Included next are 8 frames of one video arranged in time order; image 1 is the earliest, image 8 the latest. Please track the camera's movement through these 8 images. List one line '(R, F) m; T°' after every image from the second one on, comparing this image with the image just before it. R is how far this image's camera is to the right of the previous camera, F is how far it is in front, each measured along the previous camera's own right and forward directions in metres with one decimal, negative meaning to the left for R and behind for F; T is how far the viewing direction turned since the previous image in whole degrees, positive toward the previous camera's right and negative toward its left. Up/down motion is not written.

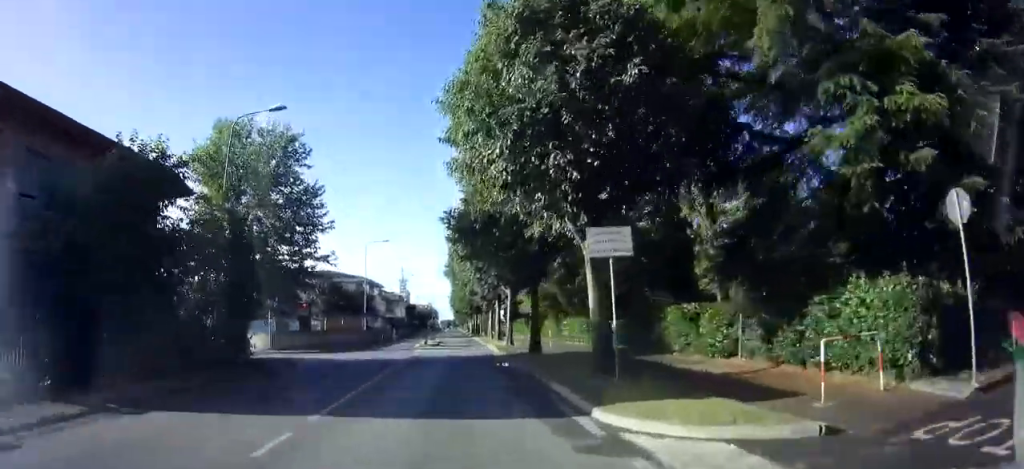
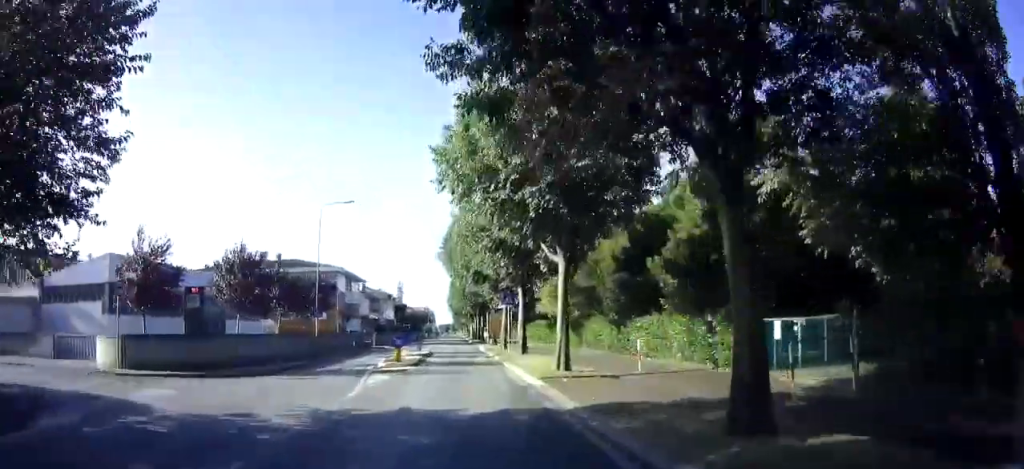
(-0.1, +15.8) m; 0°
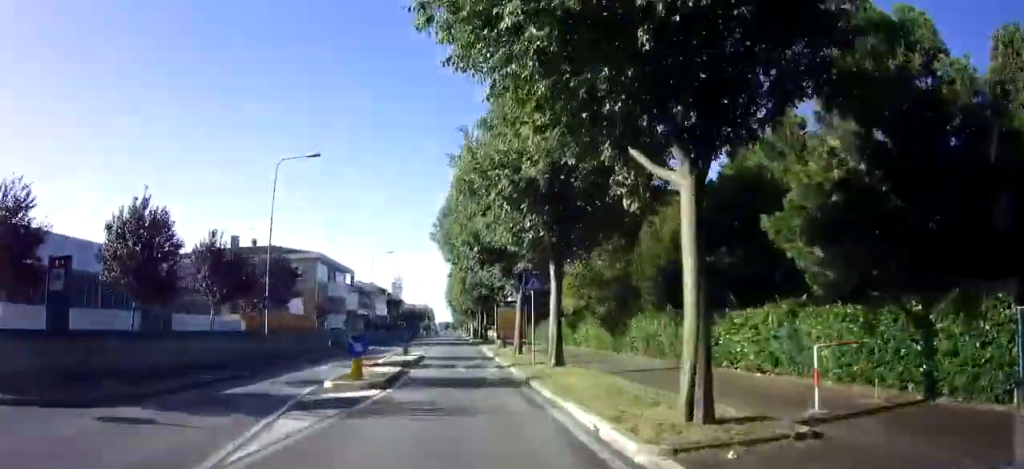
(0.0, +8.8) m; 0°
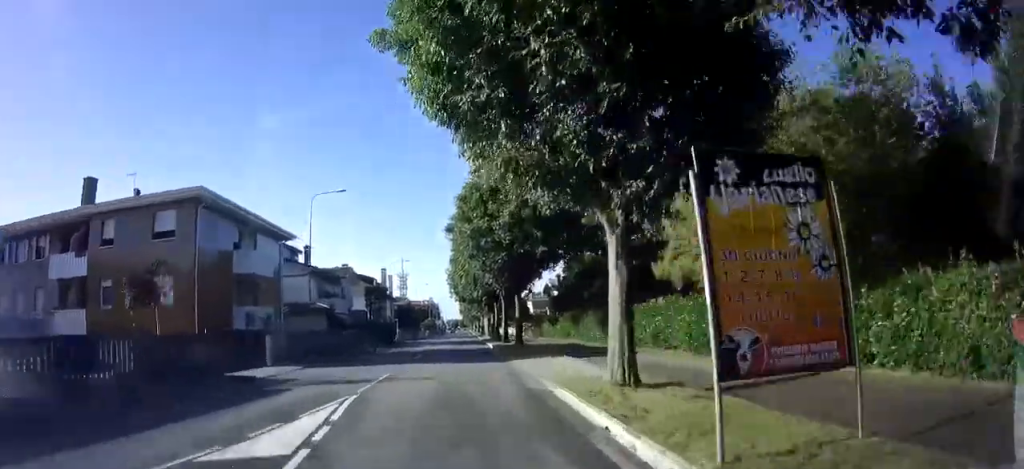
(0.0, +23.6) m; 0°
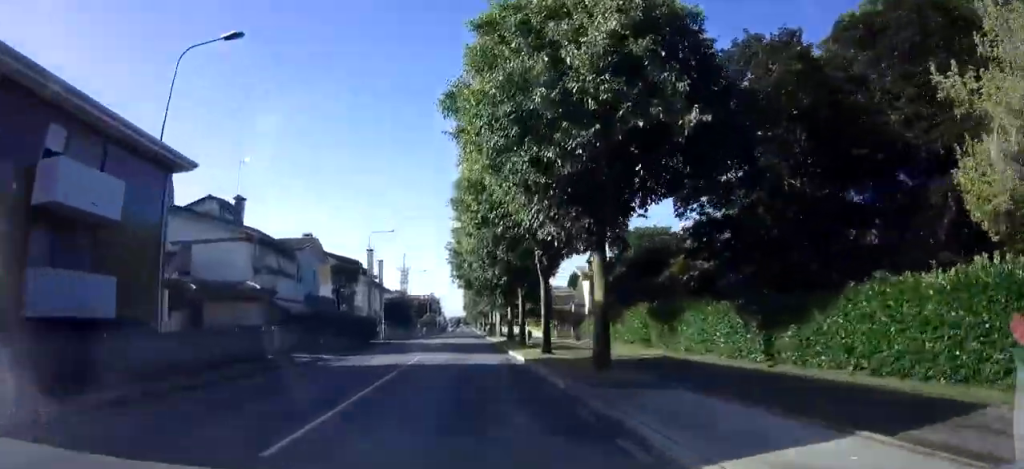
(0.0, +16.2) m; -1°
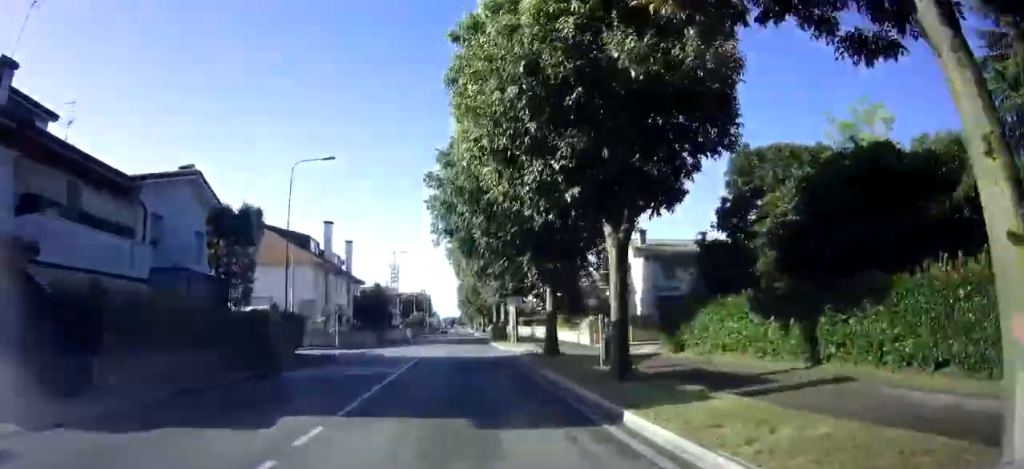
(-0.3, +19.9) m; 0°
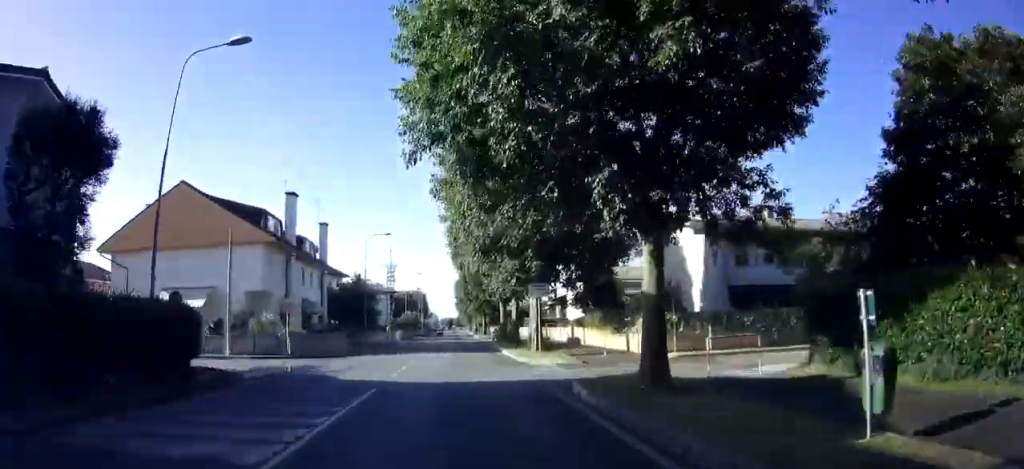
(+0.2, +10.9) m; +1°
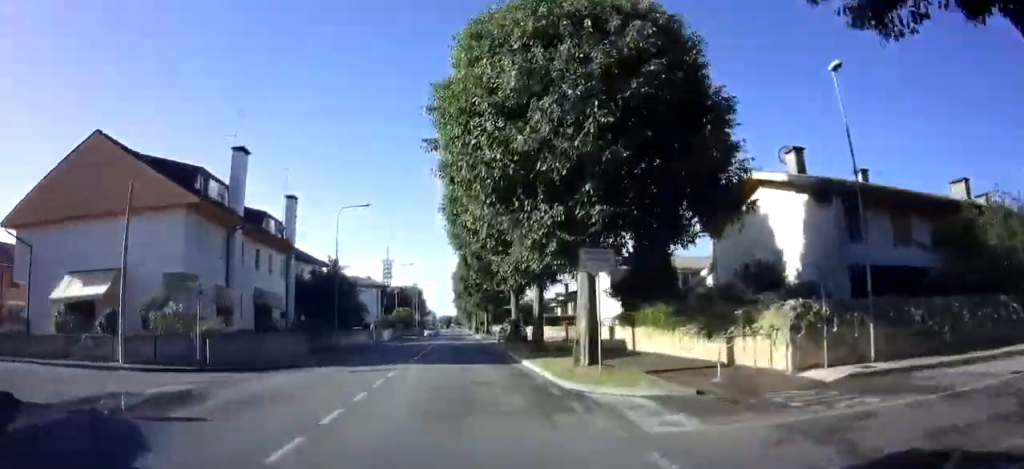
(0.0, +9.8) m; 0°
